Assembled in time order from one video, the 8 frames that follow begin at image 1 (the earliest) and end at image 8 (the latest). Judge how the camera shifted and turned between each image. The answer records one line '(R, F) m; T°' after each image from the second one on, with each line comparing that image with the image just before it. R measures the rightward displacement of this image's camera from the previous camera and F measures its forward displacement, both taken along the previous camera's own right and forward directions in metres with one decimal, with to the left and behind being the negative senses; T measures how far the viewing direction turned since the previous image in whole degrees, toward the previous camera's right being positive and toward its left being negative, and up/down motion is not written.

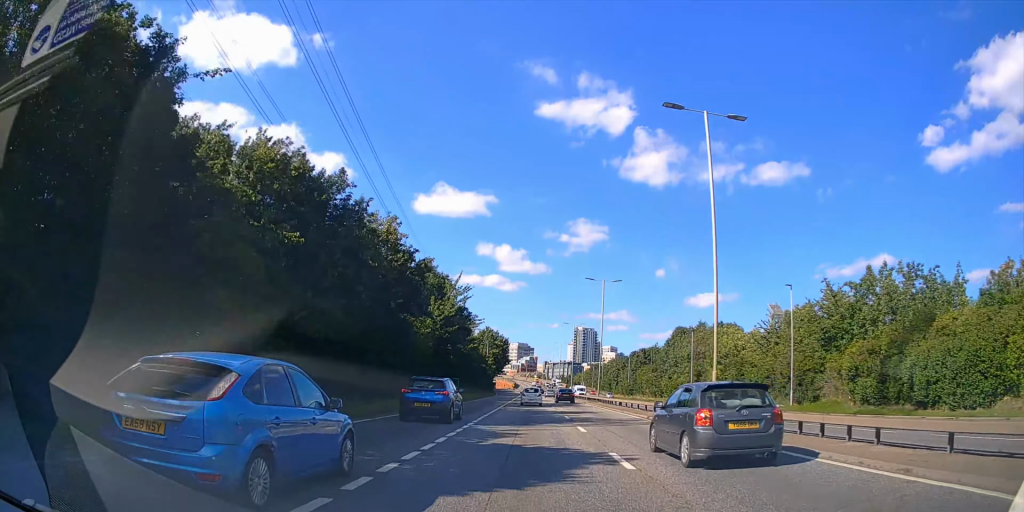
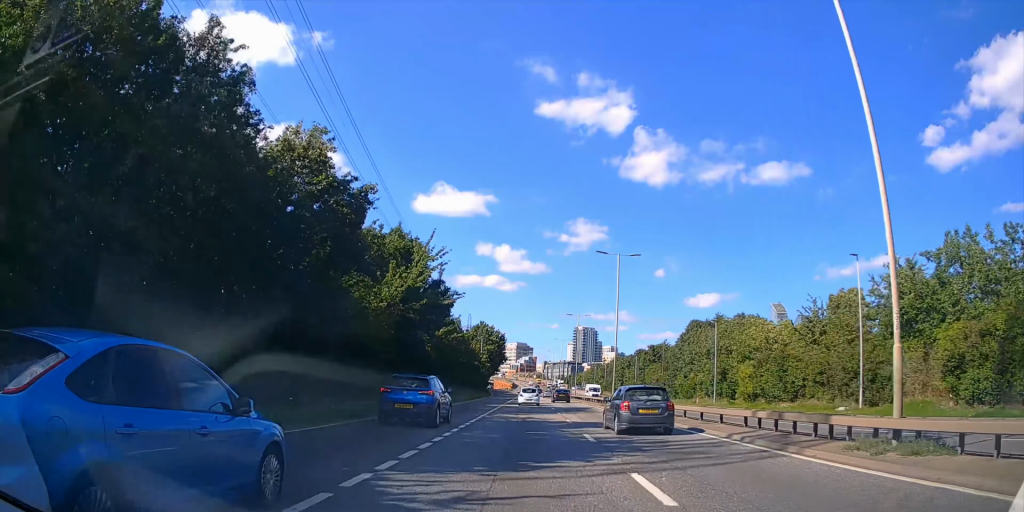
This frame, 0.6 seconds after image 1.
(0.0, +11.8) m; 0°
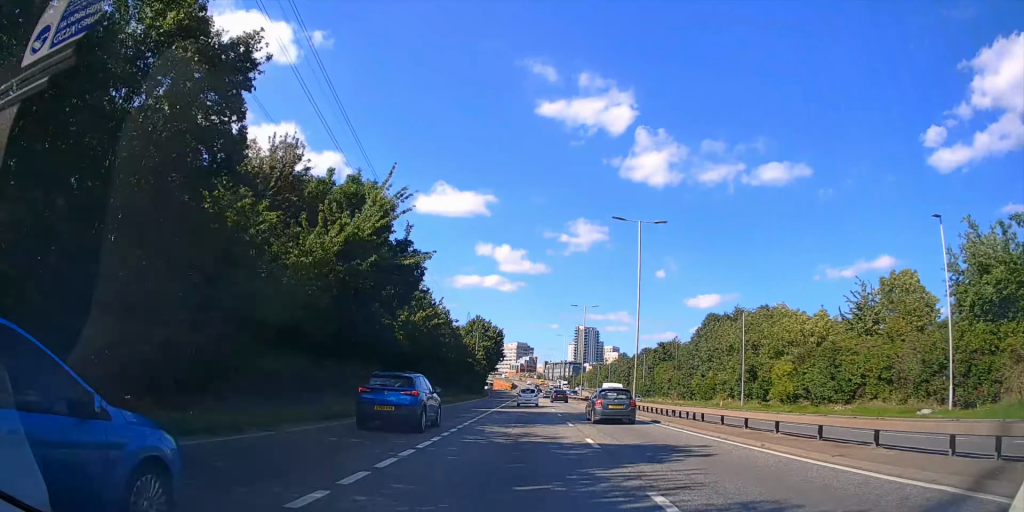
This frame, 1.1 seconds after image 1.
(0.0, +9.3) m; 0°
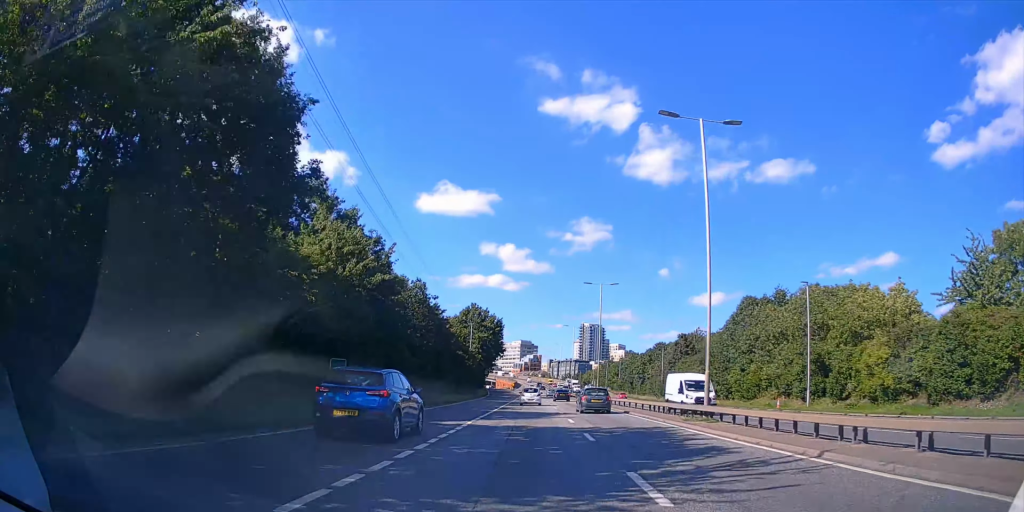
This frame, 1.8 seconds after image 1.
(0.0, +15.4) m; 0°
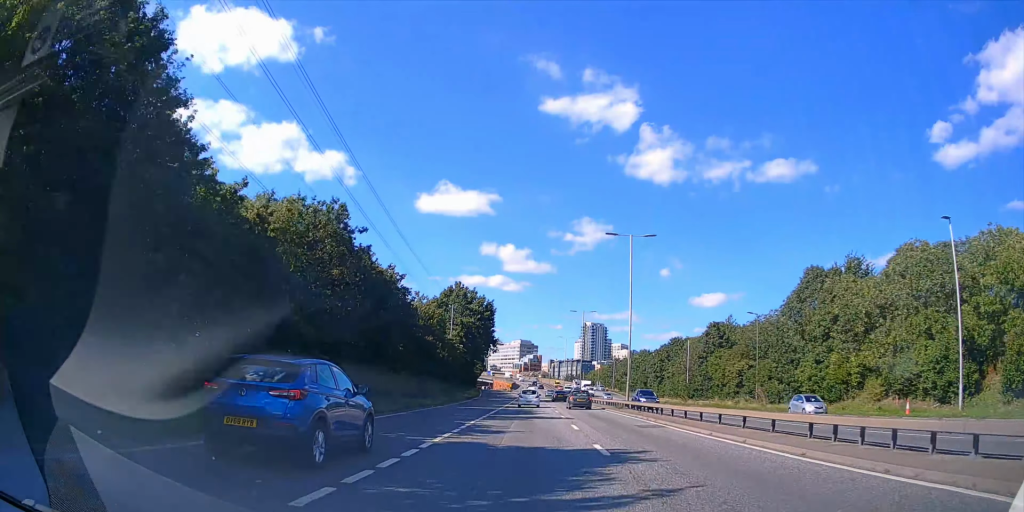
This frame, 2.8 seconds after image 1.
(-0.1, +20.2) m; 0°
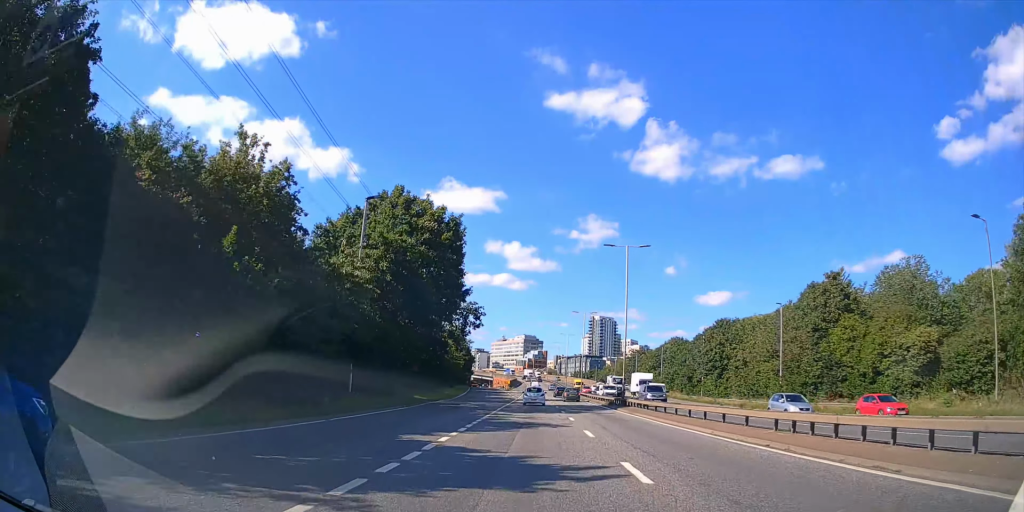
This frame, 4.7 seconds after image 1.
(-0.1, +37.2) m; 0°
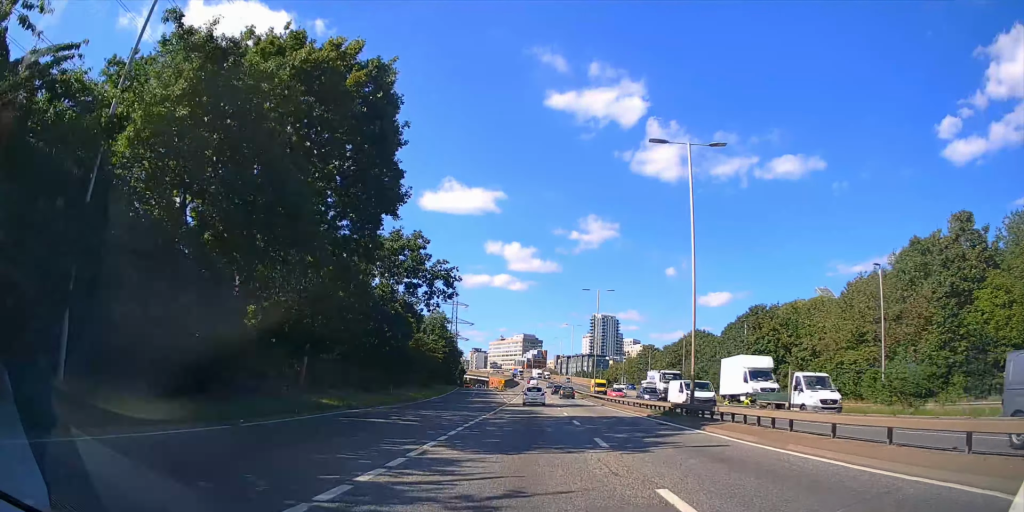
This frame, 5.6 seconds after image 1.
(0.0, +19.7) m; 0°
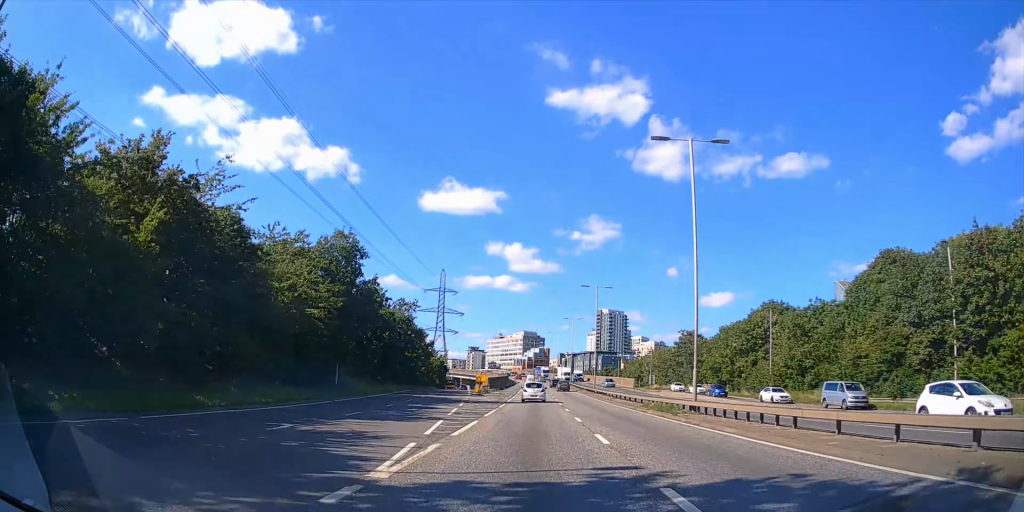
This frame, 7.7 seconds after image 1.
(+0.1, +41.8) m; 0°
